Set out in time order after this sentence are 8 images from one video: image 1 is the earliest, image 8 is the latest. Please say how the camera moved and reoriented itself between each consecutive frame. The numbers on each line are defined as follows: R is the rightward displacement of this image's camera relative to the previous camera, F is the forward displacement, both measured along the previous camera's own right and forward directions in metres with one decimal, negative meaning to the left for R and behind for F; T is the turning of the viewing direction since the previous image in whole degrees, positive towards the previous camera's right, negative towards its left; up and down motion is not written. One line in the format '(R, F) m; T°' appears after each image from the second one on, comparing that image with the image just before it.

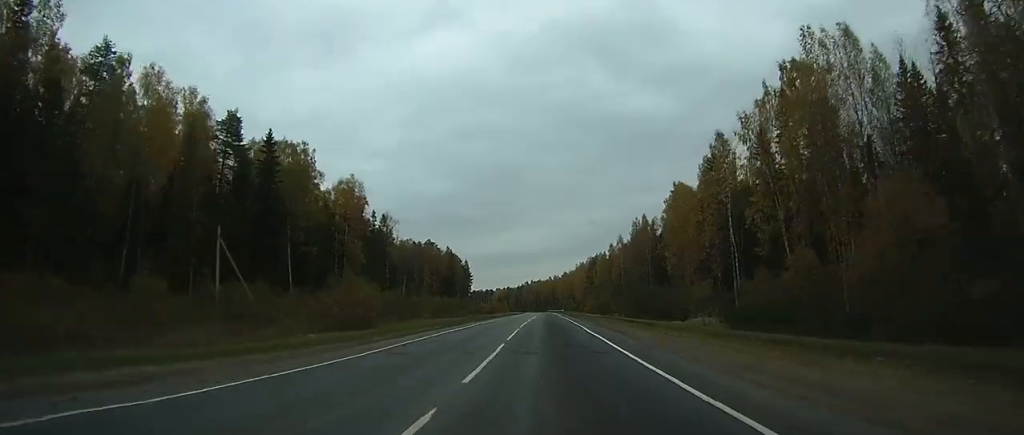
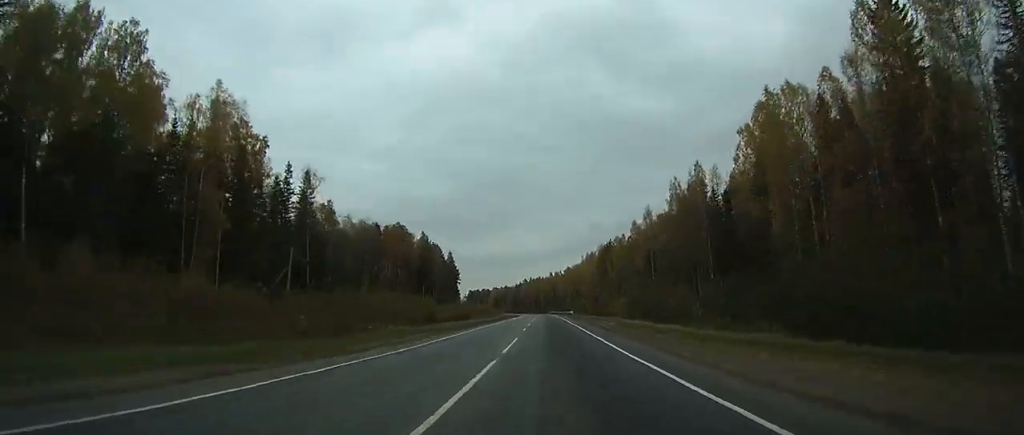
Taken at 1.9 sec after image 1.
(-0.1, +49.4) m; 0°
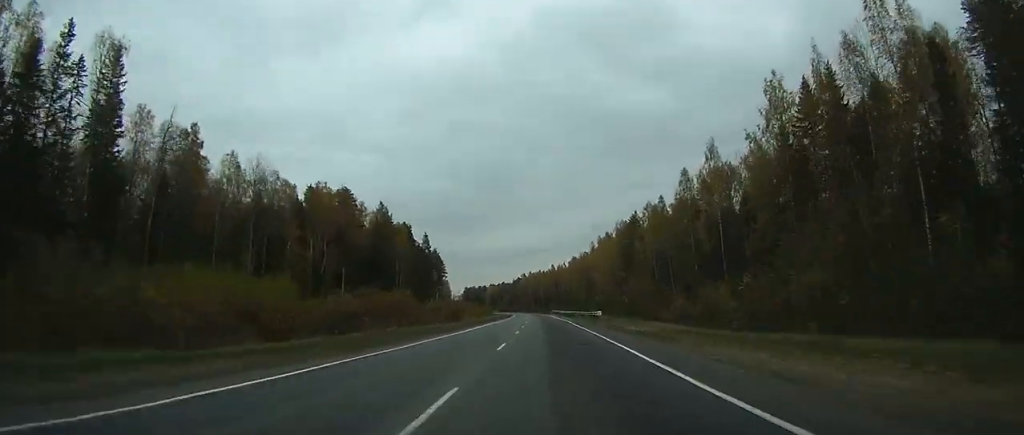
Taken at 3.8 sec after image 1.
(0.0, +54.9) m; 0°
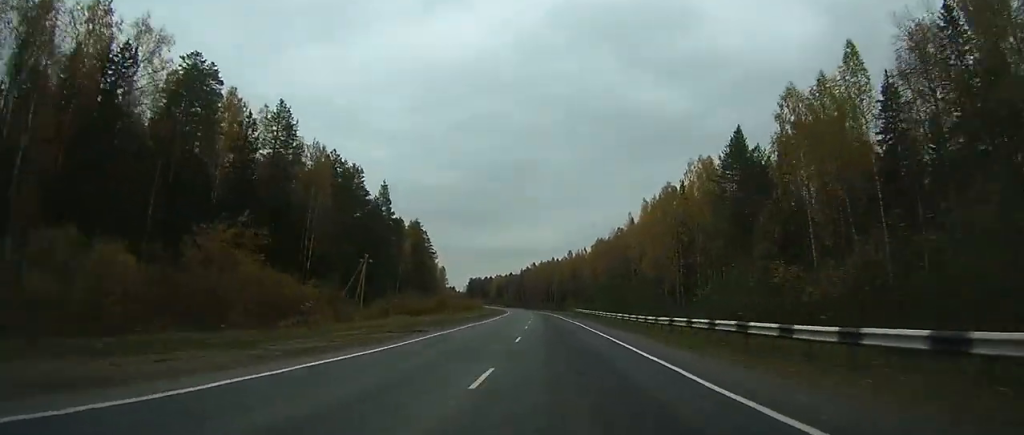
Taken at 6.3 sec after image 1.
(-0.4, +71.5) m; -1°
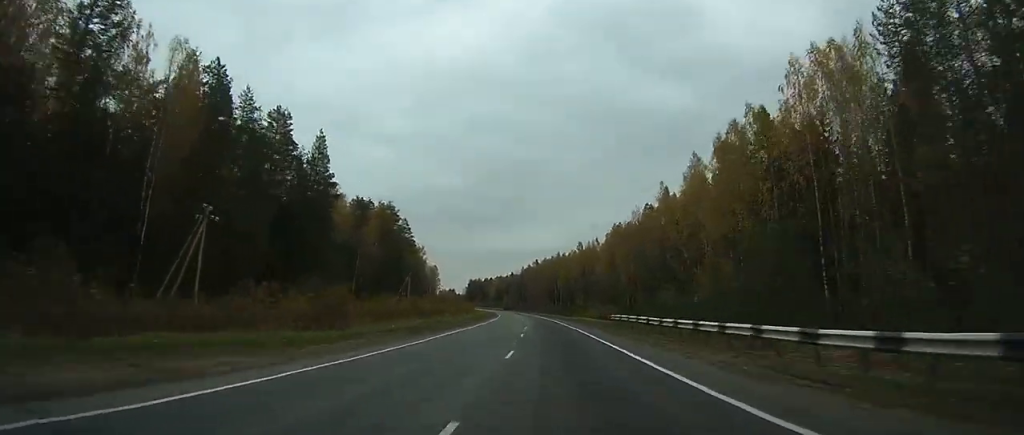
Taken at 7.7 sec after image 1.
(-0.4, +41.3) m; -1°
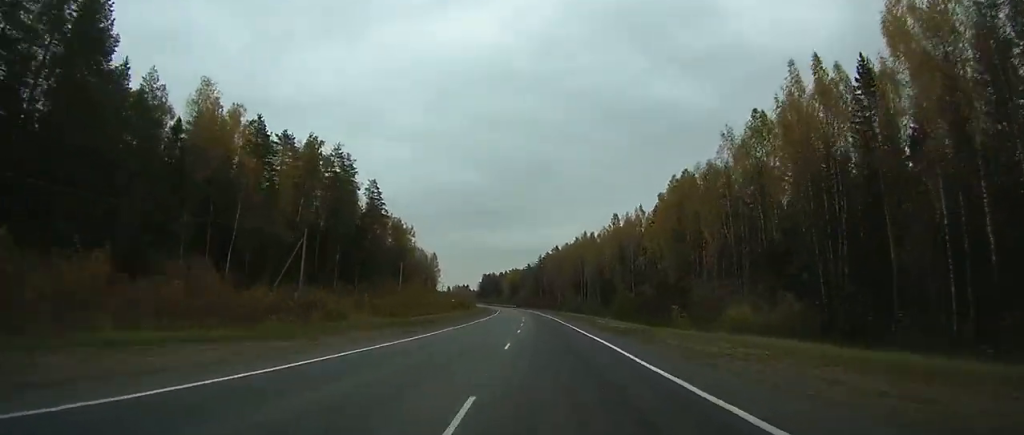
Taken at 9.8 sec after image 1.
(-0.8, +56.6) m; -2°
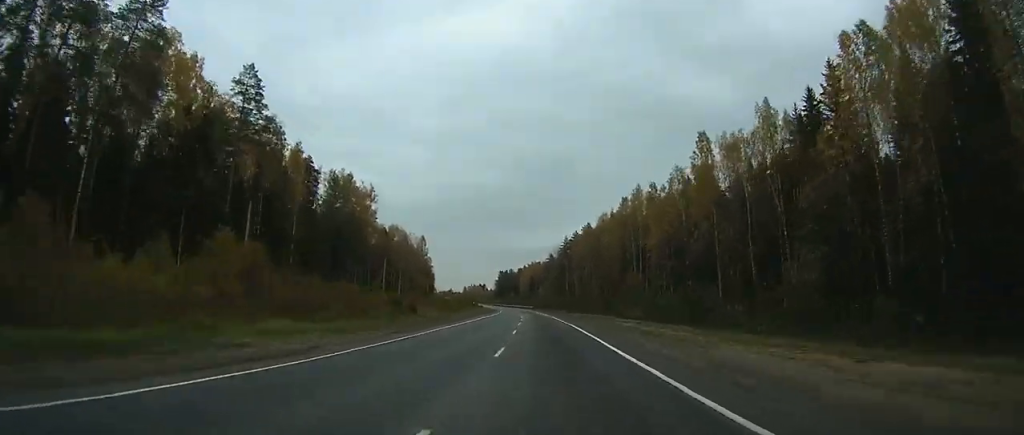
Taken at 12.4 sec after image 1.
(-1.5, +70.8) m; -2°
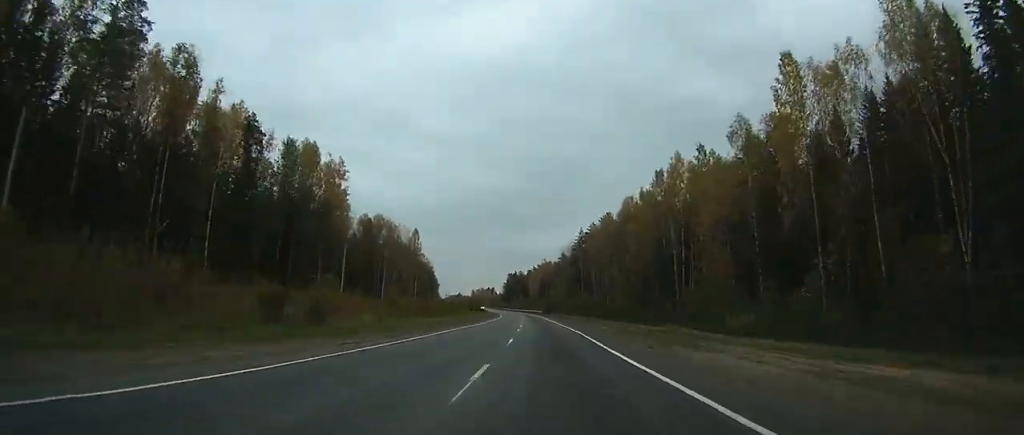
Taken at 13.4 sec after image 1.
(-0.2, +29.6) m; -1°
